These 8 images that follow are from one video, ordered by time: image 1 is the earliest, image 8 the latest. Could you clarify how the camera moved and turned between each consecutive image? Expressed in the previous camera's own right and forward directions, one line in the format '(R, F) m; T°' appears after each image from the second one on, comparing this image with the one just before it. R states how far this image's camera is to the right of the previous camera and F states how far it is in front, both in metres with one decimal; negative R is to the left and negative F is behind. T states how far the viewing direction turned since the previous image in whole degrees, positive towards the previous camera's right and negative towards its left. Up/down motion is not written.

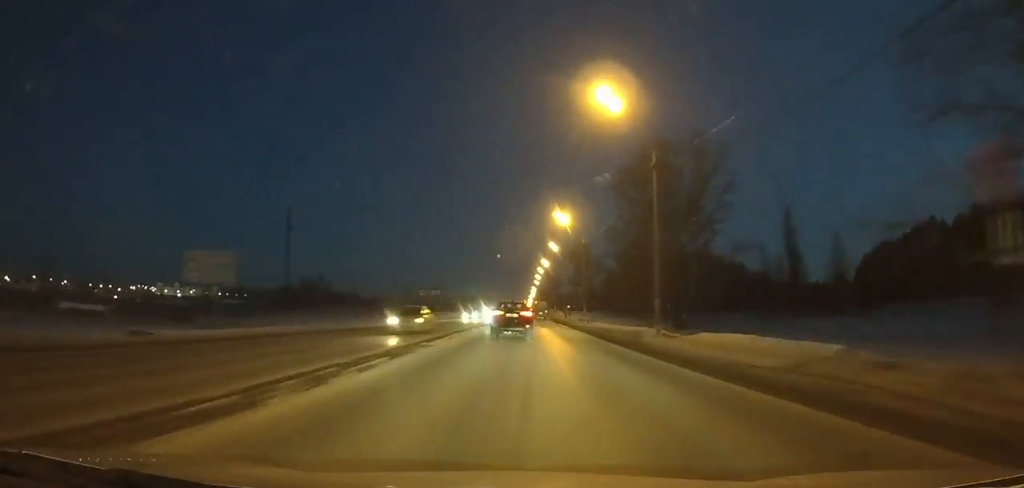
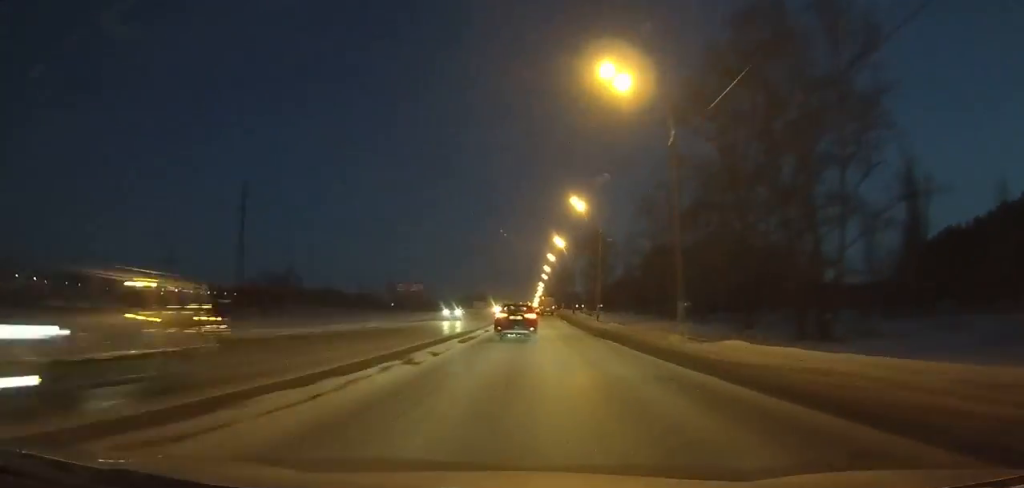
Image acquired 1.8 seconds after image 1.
(0.0, +36.4) m; 0°
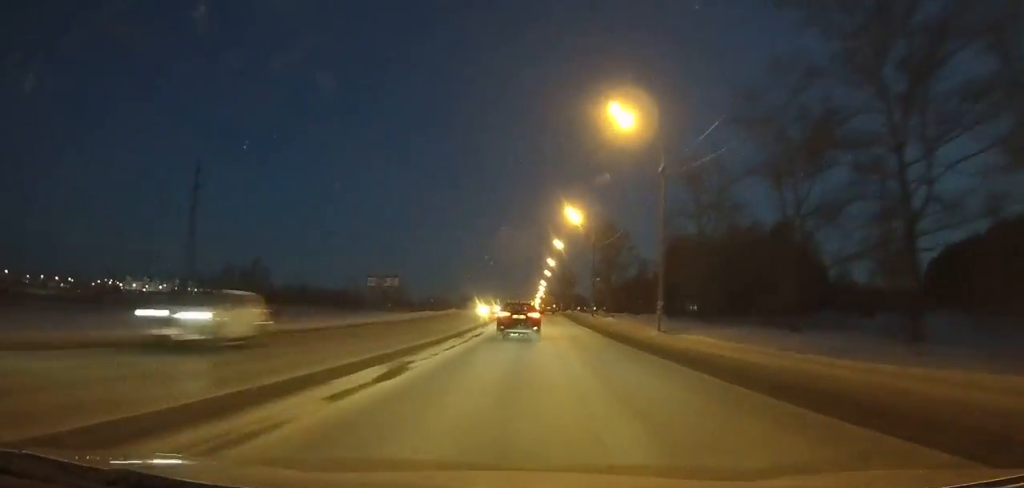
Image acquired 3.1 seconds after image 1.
(+0.1, +26.3) m; 0°
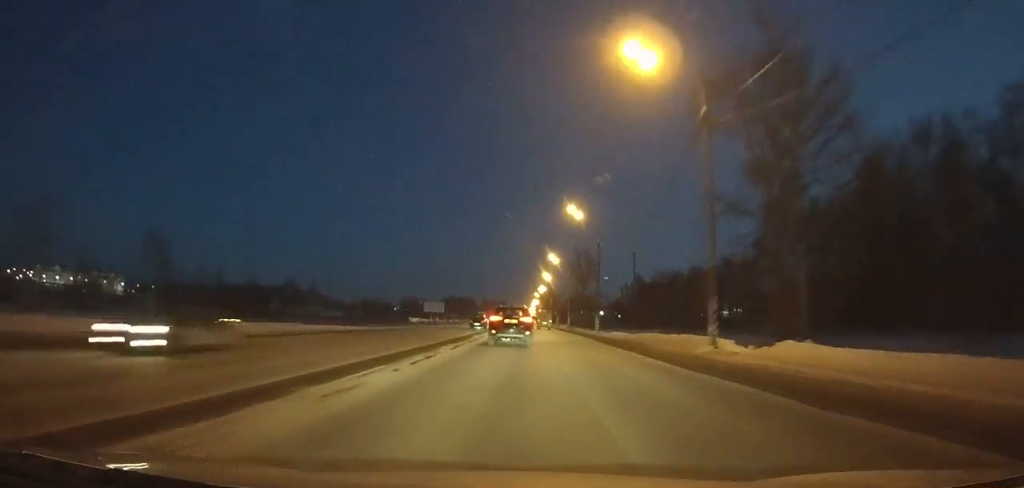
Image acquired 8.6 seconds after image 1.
(+0.2, +110.7) m; 0°
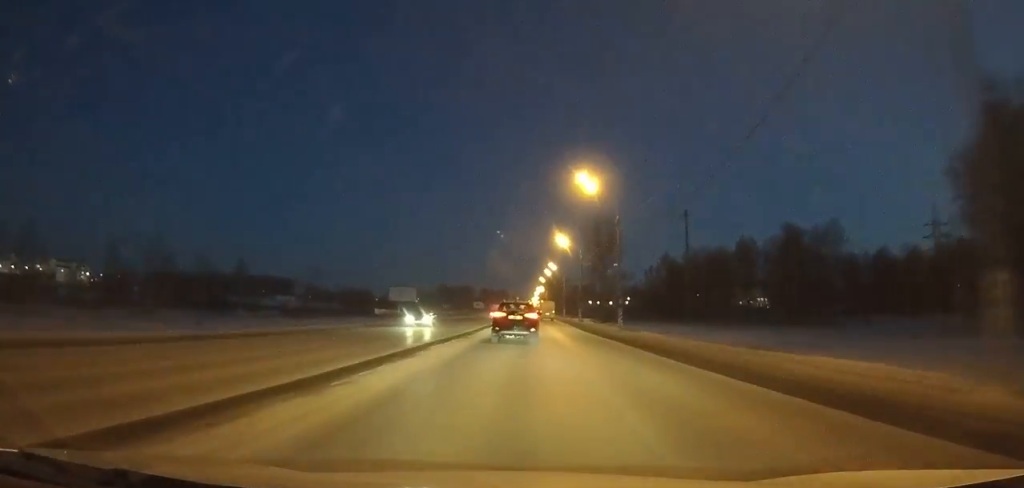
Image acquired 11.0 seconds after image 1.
(-0.1, +47.9) m; 0°
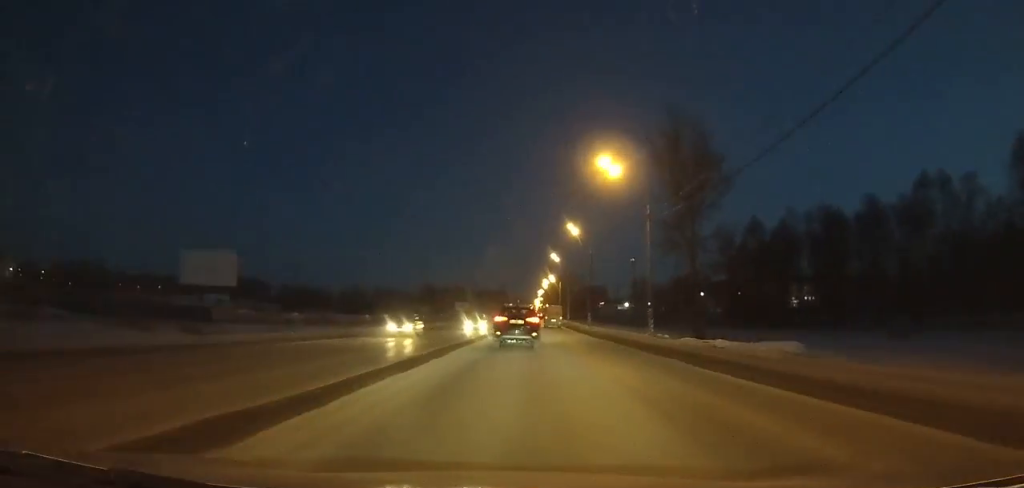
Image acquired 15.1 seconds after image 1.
(+0.2, +81.1) m; 0°
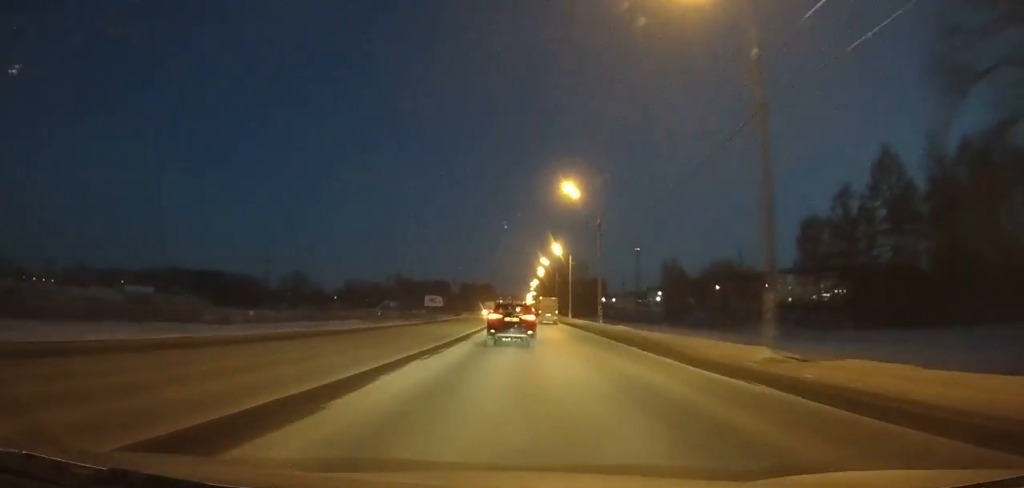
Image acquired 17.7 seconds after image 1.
(+0.1, +50.9) m; 0°
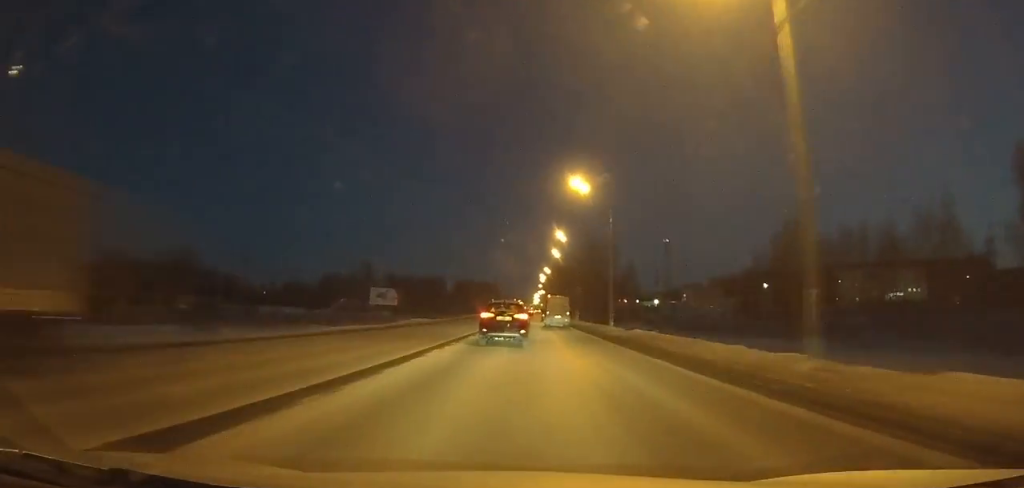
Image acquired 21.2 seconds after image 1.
(+0.1, +67.6) m; 0°
